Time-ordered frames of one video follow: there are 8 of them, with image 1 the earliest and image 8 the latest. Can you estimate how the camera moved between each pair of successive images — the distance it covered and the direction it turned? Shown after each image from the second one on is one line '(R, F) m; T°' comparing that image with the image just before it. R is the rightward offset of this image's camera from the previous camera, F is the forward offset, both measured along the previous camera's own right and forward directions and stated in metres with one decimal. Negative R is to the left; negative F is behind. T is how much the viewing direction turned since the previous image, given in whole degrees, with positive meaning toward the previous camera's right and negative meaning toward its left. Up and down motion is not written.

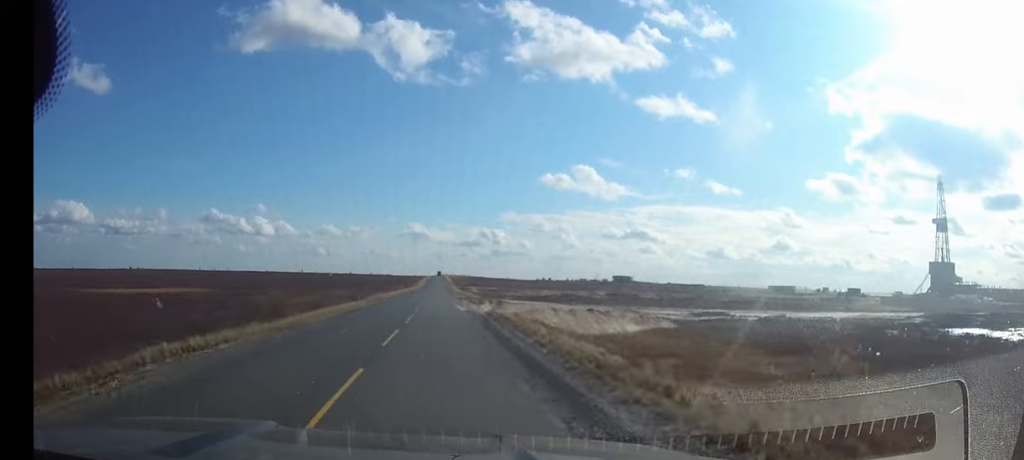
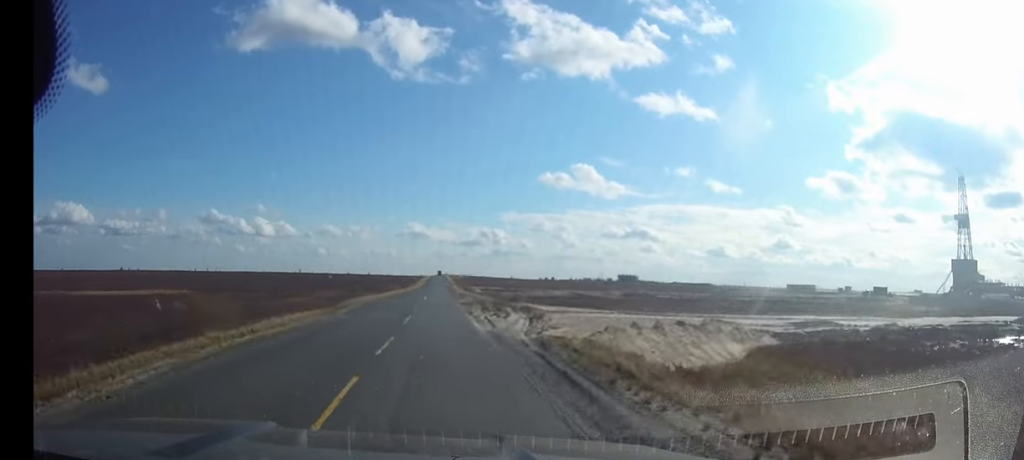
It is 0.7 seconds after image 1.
(0.0, +18.2) m; 0°
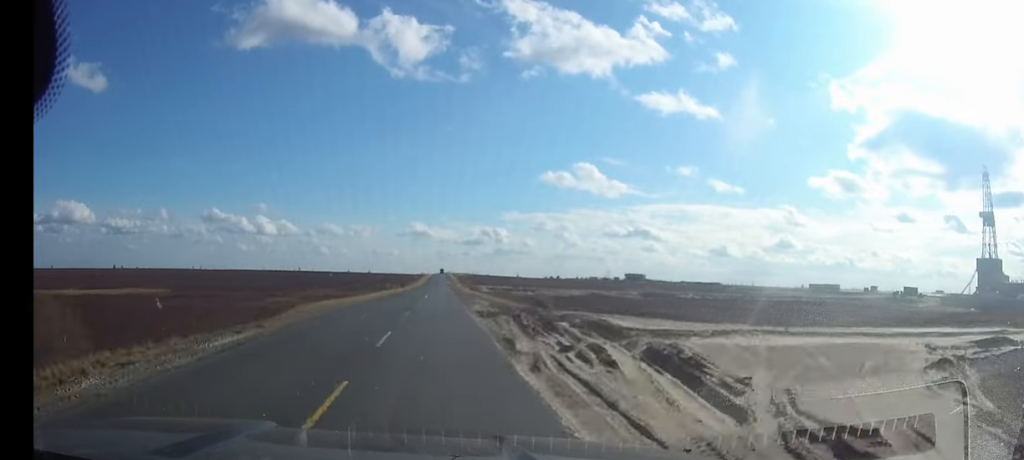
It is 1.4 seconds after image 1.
(0.0, +16.5) m; 0°
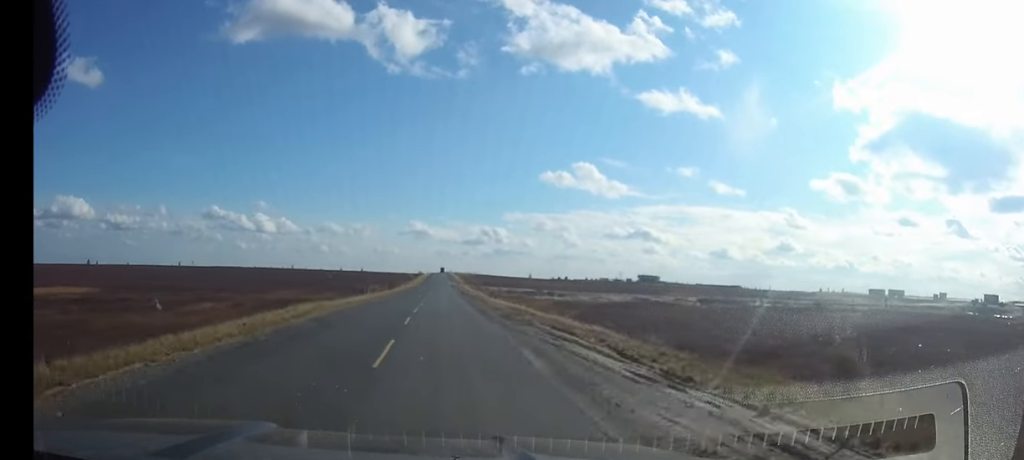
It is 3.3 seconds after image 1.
(-0.1, +43.6) m; 0°
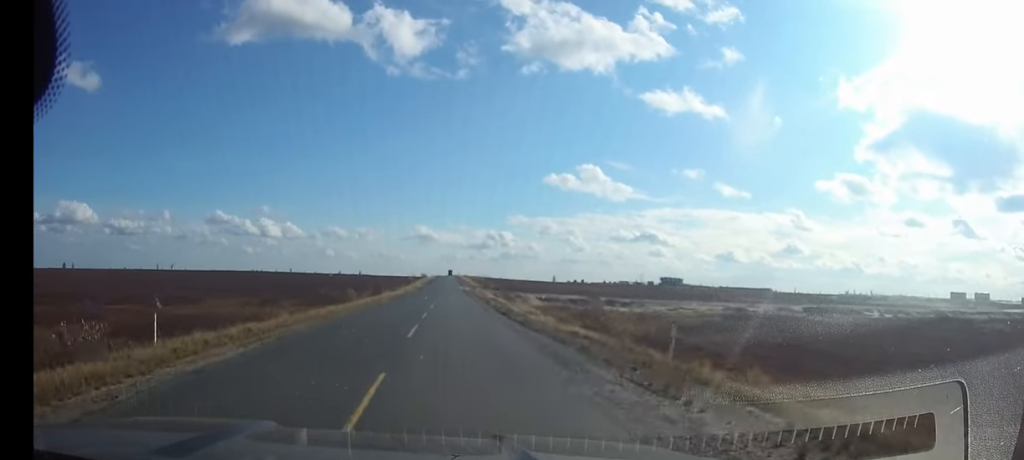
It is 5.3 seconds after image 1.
(0.0, +45.3) m; 0°
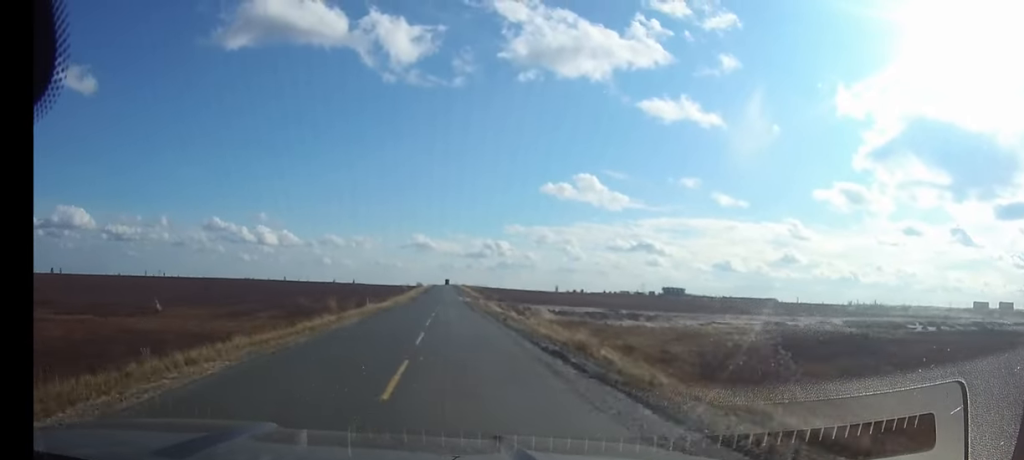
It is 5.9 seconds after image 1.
(0.0, +12.8) m; 0°
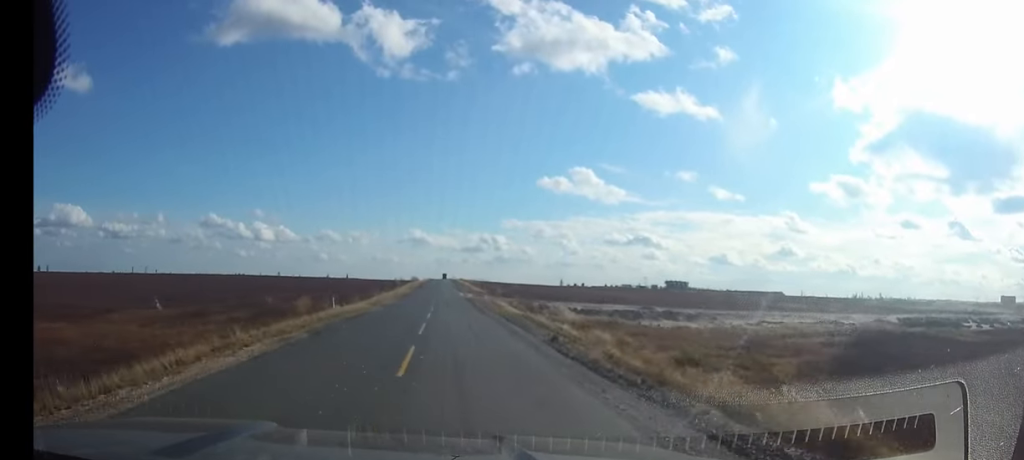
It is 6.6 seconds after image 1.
(0.0, +14.7) m; 0°
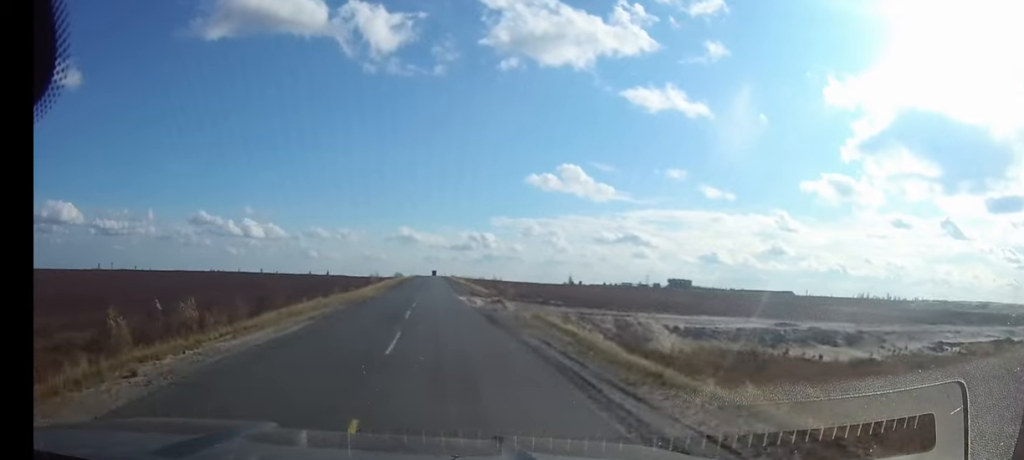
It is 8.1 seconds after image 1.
(+0.2, +30.9) m; 0°
